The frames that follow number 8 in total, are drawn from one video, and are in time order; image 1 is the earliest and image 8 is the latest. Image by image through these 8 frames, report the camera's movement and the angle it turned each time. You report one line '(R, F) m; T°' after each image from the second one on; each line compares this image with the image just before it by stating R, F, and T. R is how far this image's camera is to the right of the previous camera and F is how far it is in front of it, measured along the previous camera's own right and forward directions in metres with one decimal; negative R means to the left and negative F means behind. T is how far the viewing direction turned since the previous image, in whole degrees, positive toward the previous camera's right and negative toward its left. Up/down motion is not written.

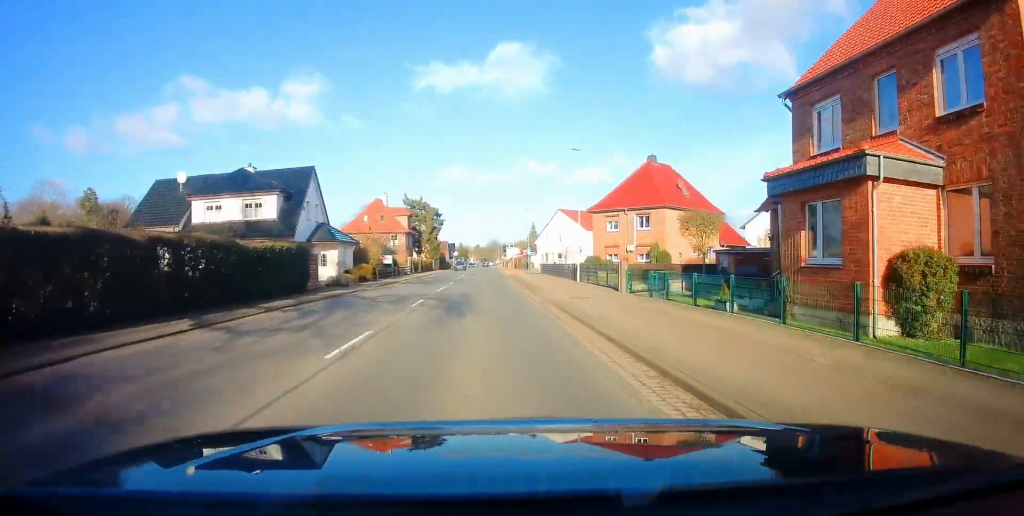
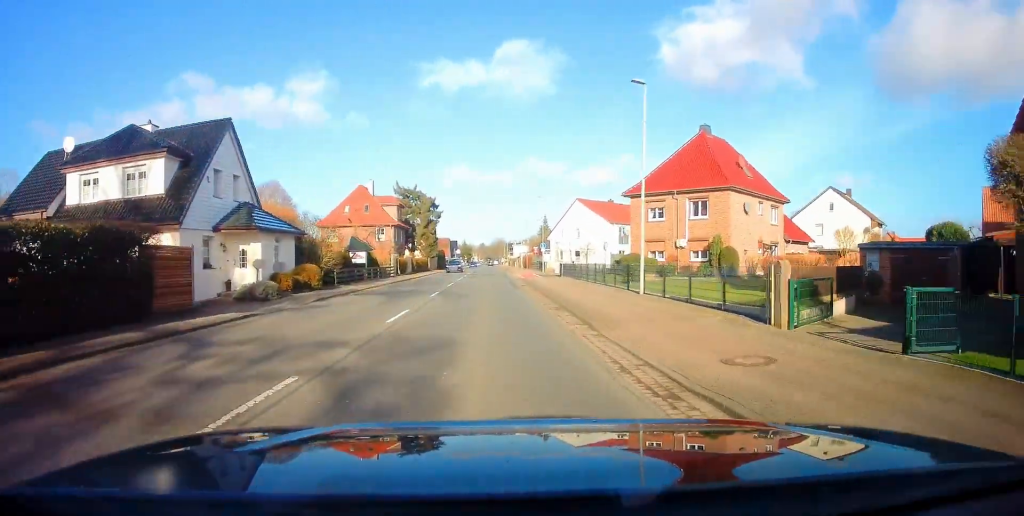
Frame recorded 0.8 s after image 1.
(+0.2, +13.3) m; +1°
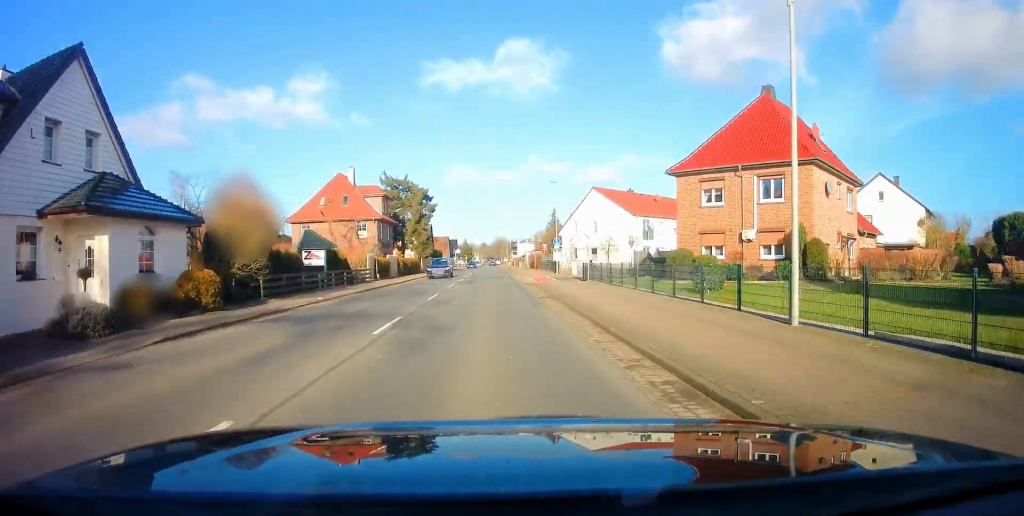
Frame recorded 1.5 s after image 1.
(0.0, +10.8) m; 0°
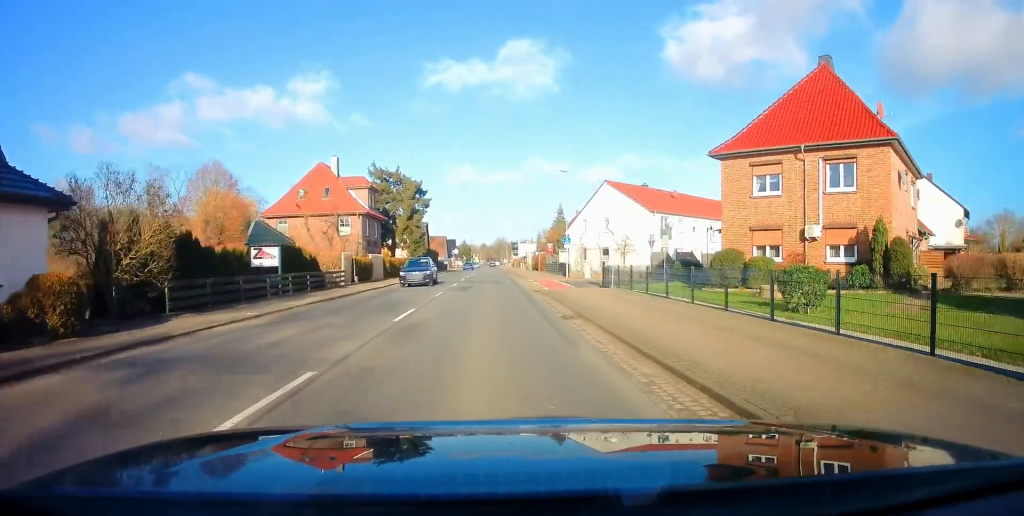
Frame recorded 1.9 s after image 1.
(-0.1, +6.7) m; 0°
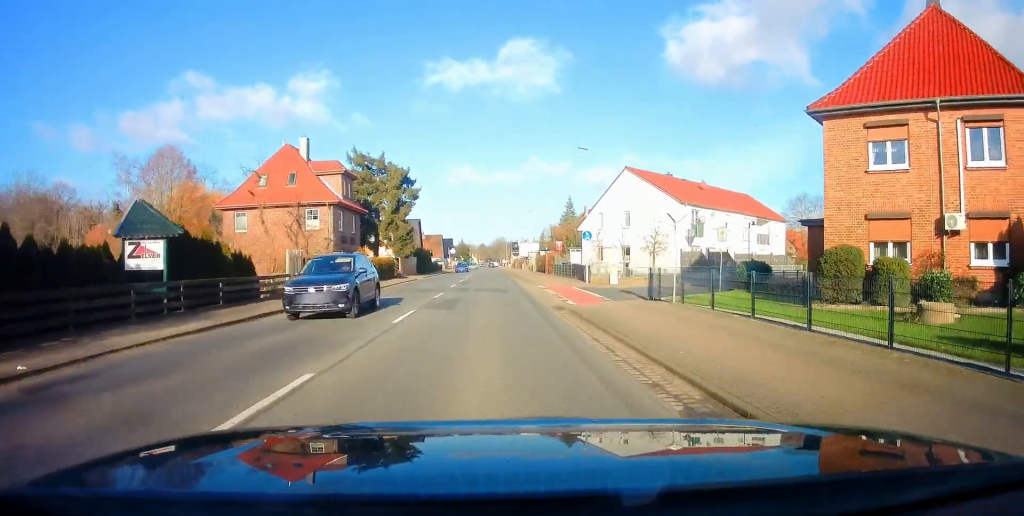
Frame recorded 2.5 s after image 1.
(0.0, +9.1) m; 0°
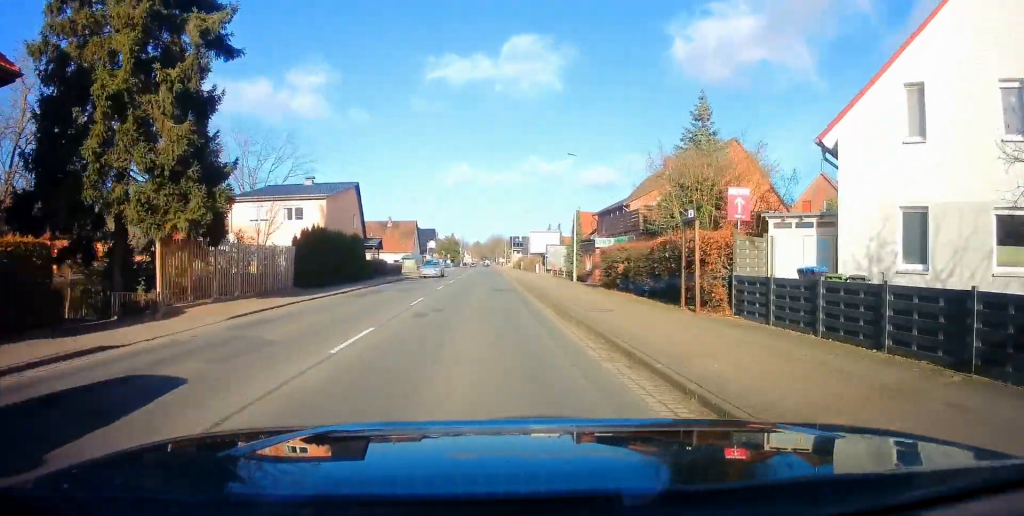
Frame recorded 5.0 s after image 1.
(-0.4, +40.0) m; +1°
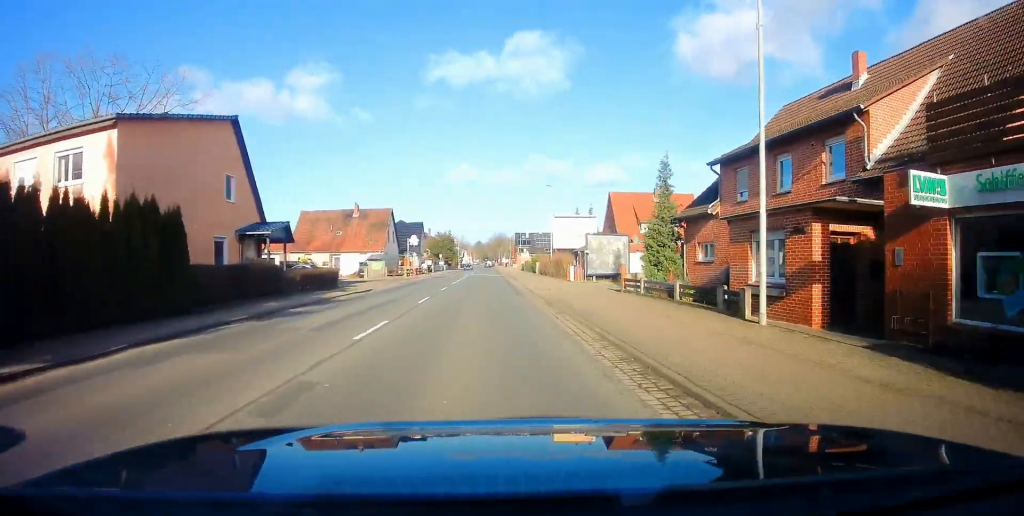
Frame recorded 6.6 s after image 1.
(+0.2, +25.0) m; 0°
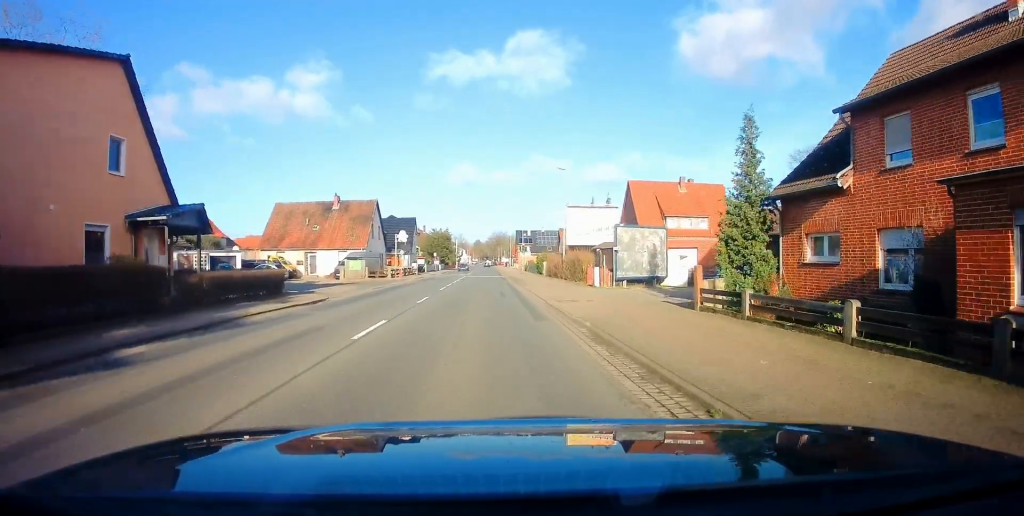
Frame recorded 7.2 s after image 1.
(-0.1, +8.9) m; -1°
